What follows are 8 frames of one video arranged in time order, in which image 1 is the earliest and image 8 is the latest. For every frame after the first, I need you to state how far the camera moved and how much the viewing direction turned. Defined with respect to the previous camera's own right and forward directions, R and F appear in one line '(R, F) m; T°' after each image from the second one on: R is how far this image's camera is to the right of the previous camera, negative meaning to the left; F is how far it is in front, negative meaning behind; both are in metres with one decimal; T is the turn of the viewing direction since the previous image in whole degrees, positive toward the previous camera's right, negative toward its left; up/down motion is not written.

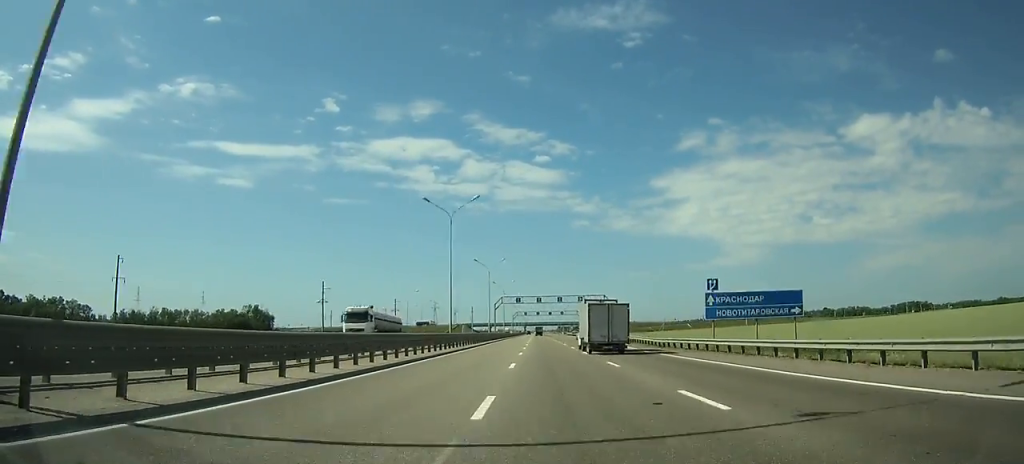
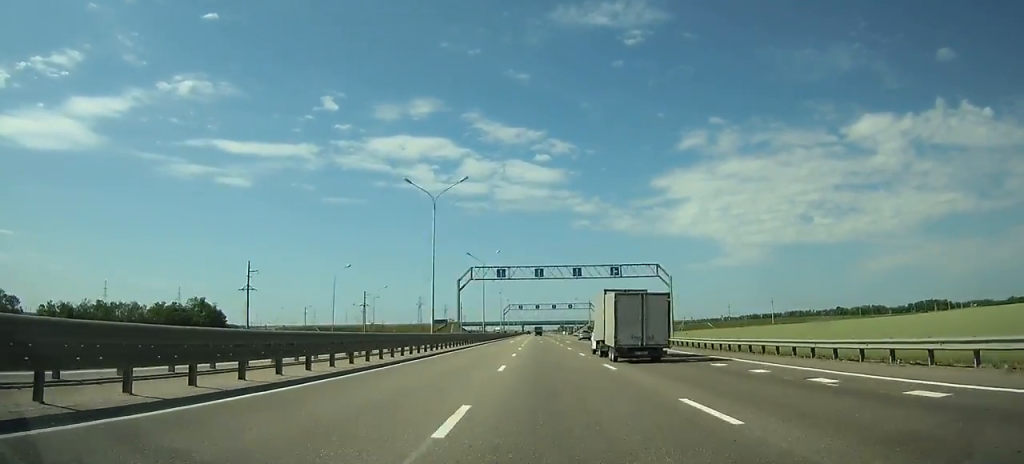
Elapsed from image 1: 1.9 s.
(+0.2, +48.5) m; 0°
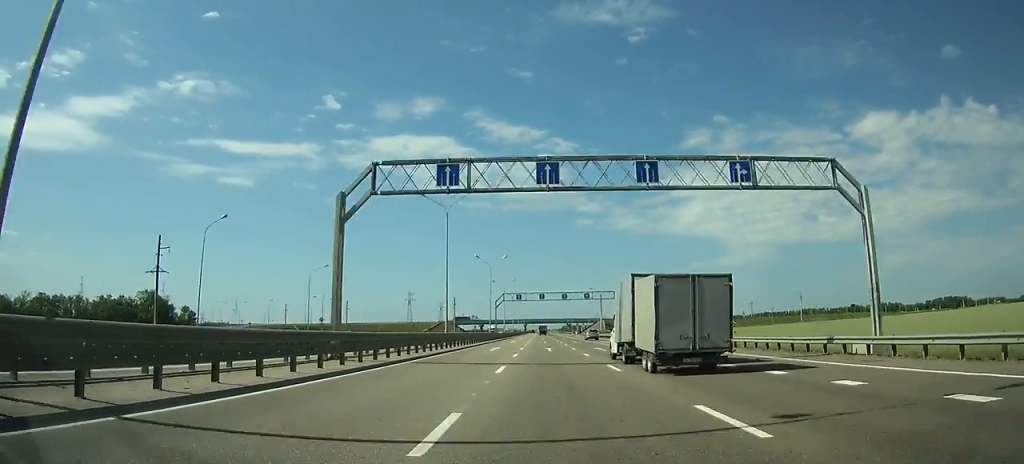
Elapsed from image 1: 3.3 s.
(0.0, +37.1) m; 0°
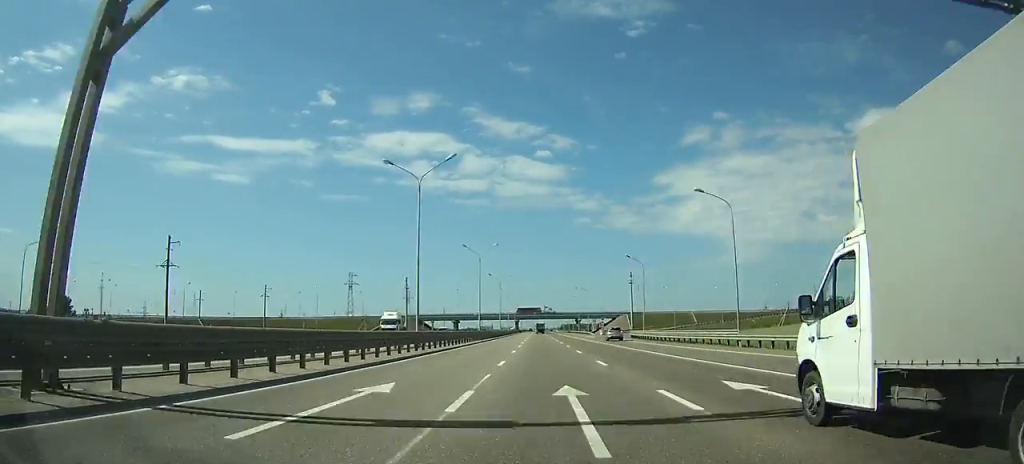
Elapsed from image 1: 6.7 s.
(-0.1, +94.5) m; 0°
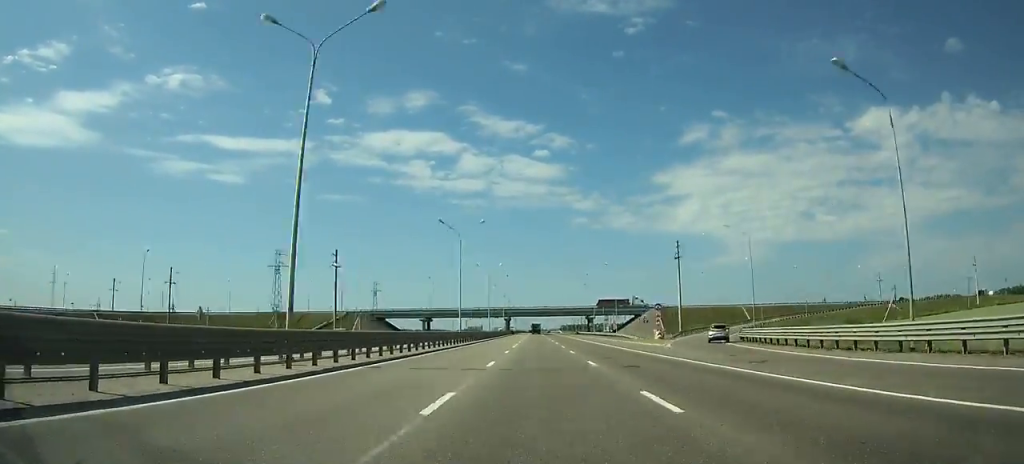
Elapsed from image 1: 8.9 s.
(+0.2, +61.4) m; 0°
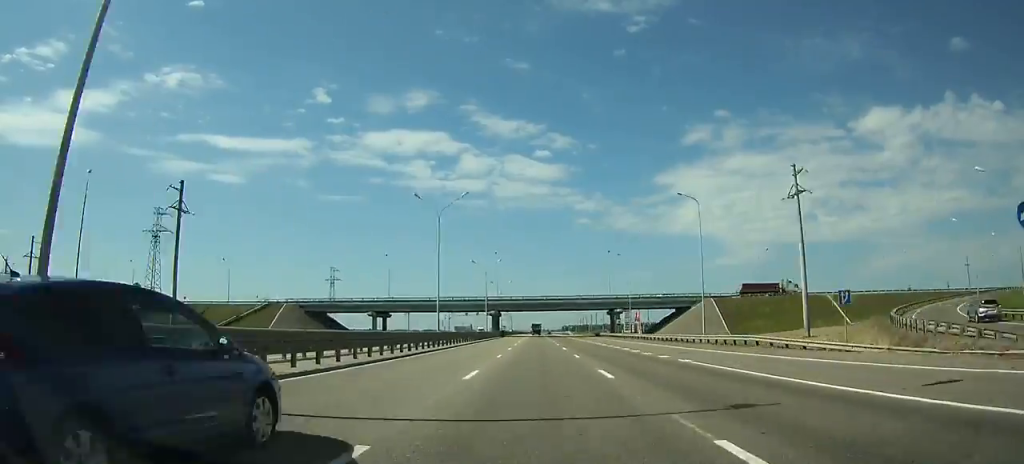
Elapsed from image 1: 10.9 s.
(-0.3, +54.7) m; 0°
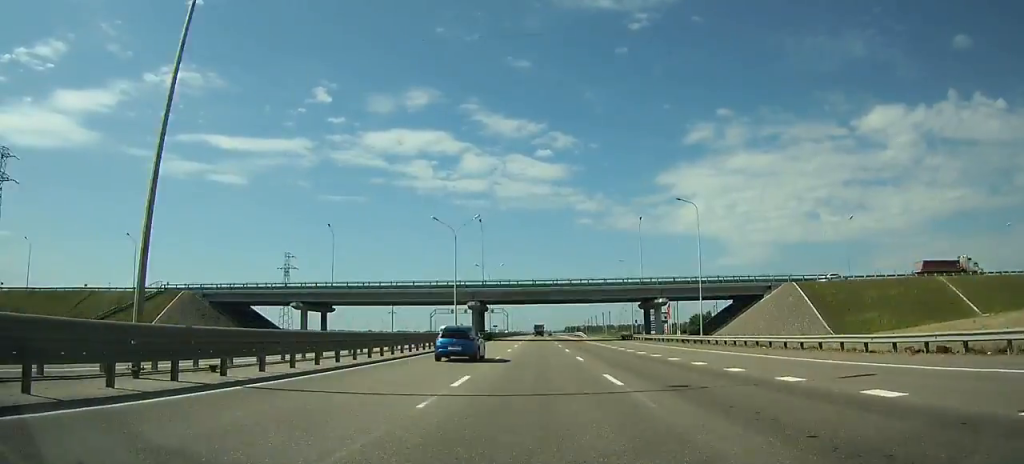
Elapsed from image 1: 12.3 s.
(-0.1, +37.8) m; 0°
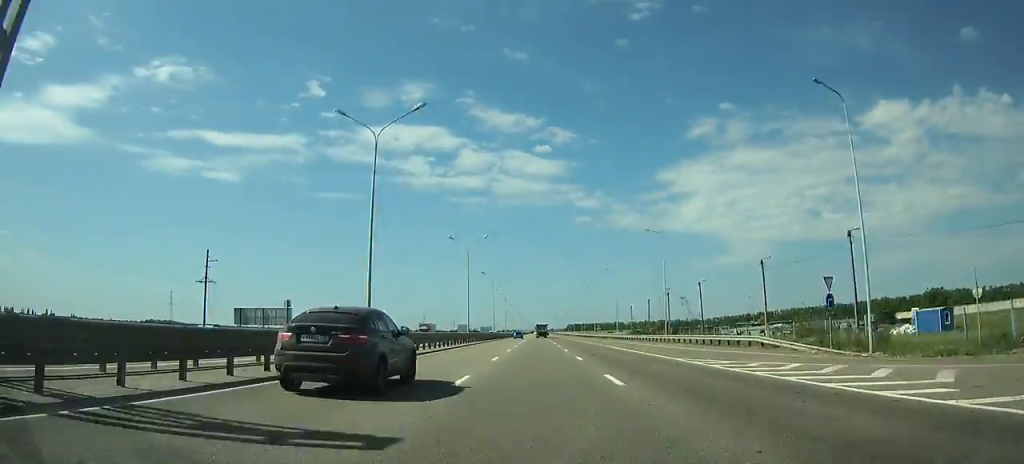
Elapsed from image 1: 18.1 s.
(-0.4, +153.6) m; 0°
